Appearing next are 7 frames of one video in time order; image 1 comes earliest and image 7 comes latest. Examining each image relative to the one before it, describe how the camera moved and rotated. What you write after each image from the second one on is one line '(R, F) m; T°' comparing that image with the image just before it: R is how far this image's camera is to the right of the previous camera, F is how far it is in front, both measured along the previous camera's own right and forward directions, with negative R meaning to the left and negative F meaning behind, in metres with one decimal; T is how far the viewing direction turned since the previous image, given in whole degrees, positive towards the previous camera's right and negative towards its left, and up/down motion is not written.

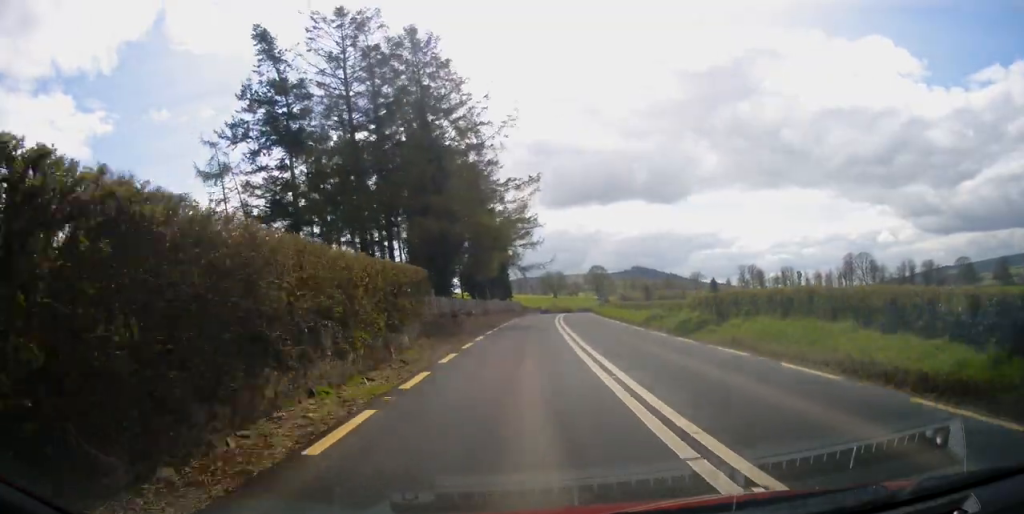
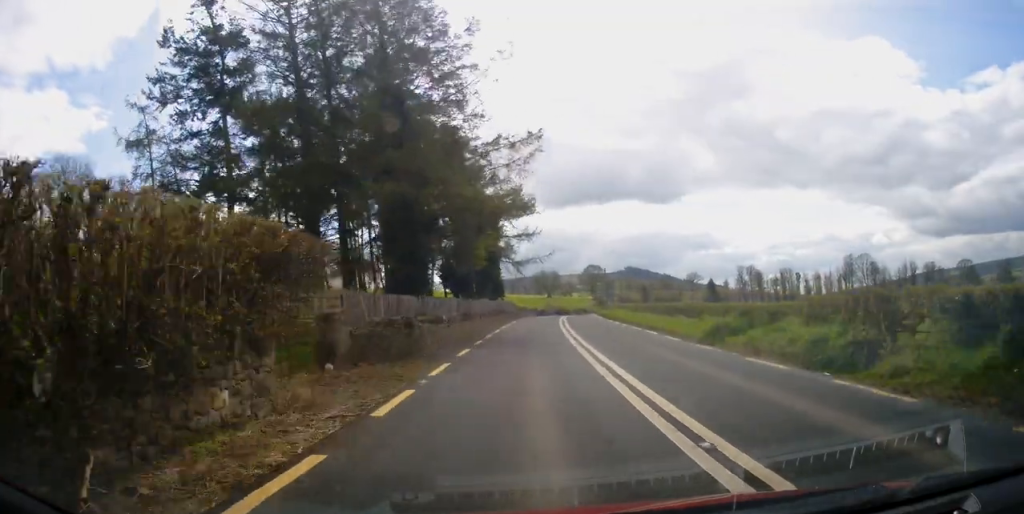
(-0.1, +10.0) m; 0°
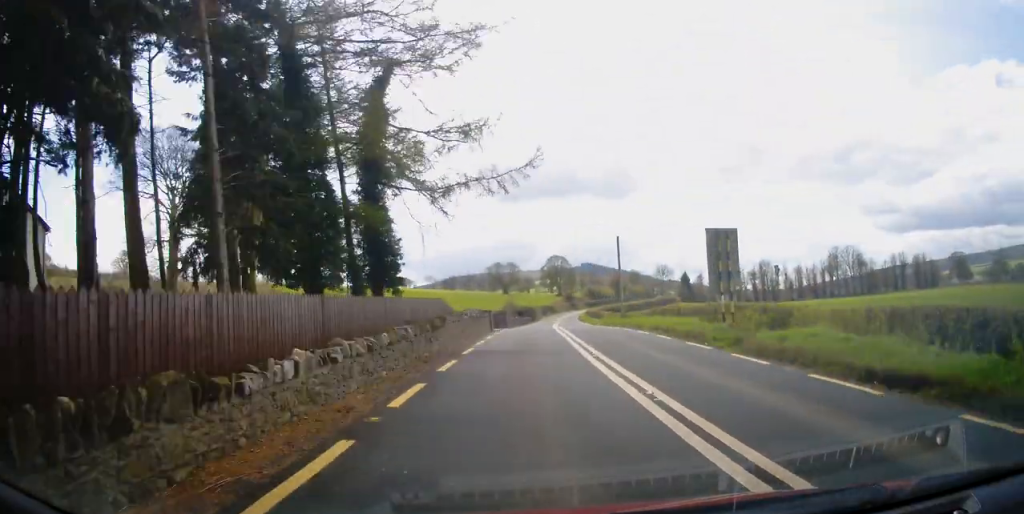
(+1.4, +39.0) m; +4°
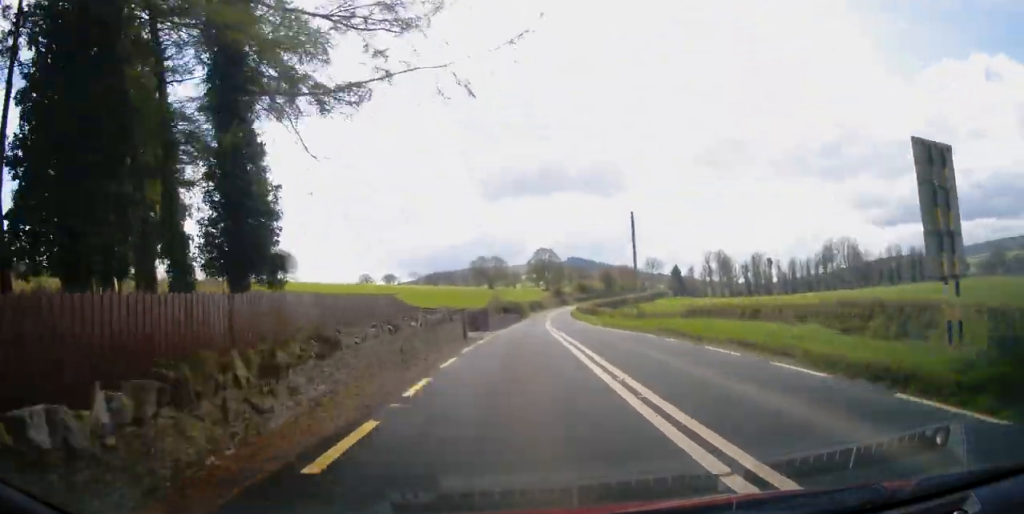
(-0.1, +10.8) m; +1°
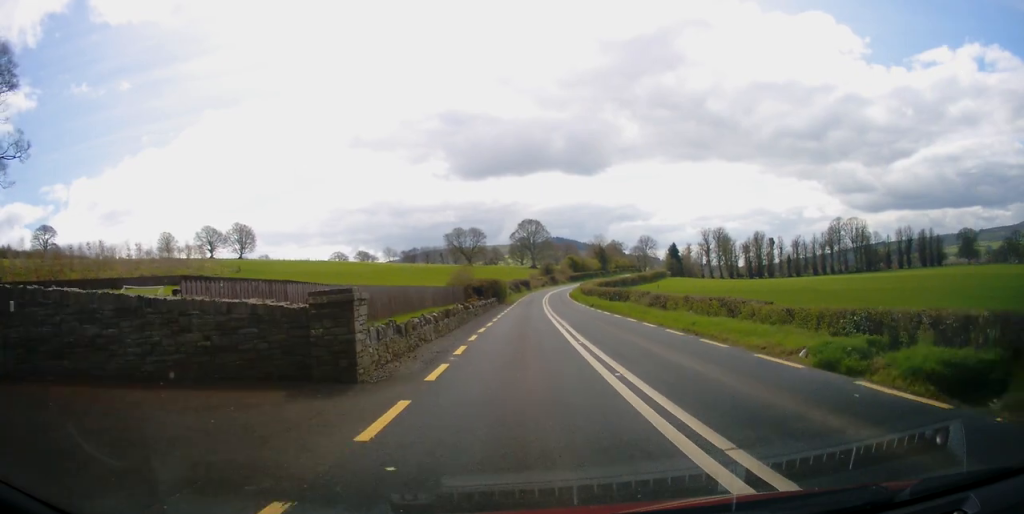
(+1.0, +30.6) m; +2°
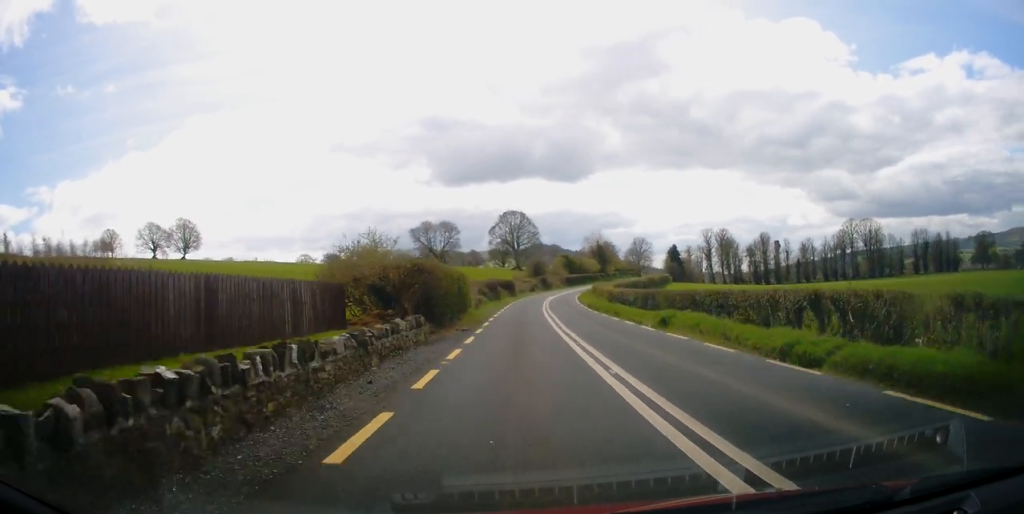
(+0.1, +36.2) m; +1°
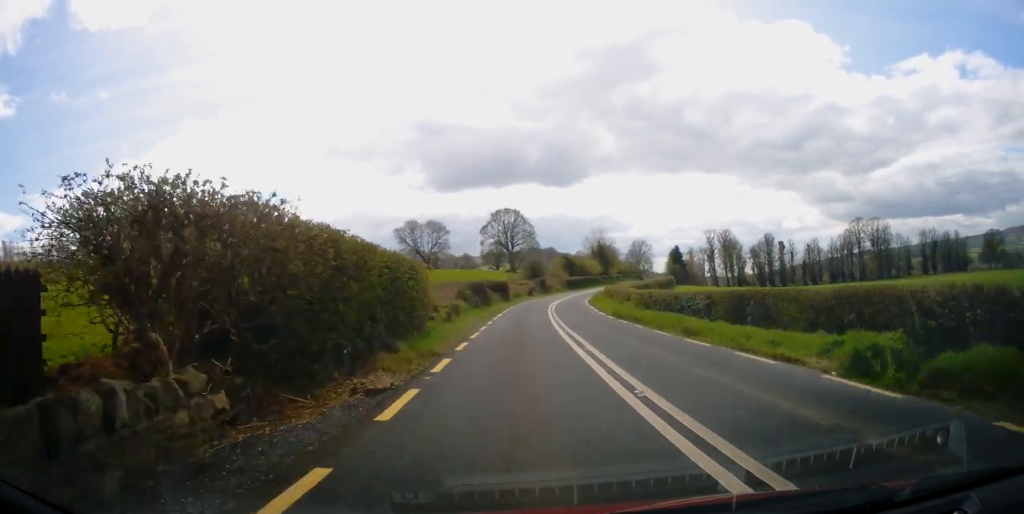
(+0.1, +14.2) m; +1°
